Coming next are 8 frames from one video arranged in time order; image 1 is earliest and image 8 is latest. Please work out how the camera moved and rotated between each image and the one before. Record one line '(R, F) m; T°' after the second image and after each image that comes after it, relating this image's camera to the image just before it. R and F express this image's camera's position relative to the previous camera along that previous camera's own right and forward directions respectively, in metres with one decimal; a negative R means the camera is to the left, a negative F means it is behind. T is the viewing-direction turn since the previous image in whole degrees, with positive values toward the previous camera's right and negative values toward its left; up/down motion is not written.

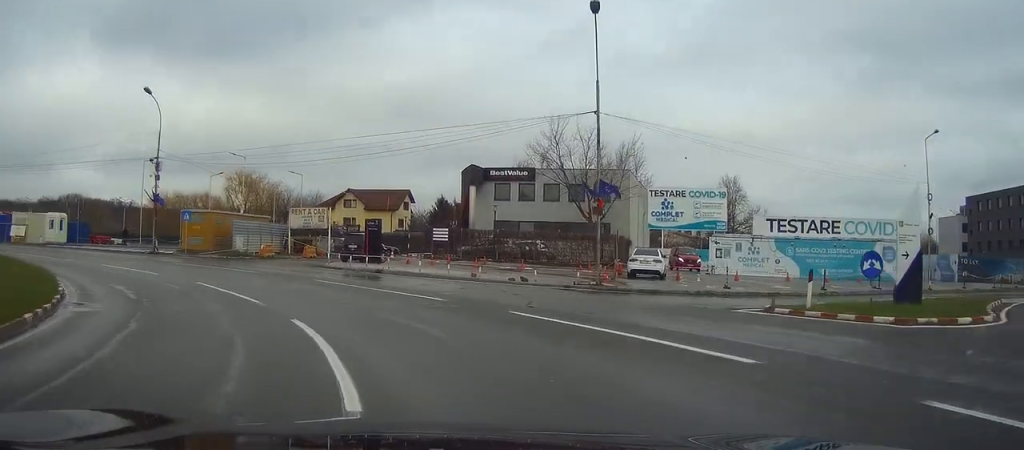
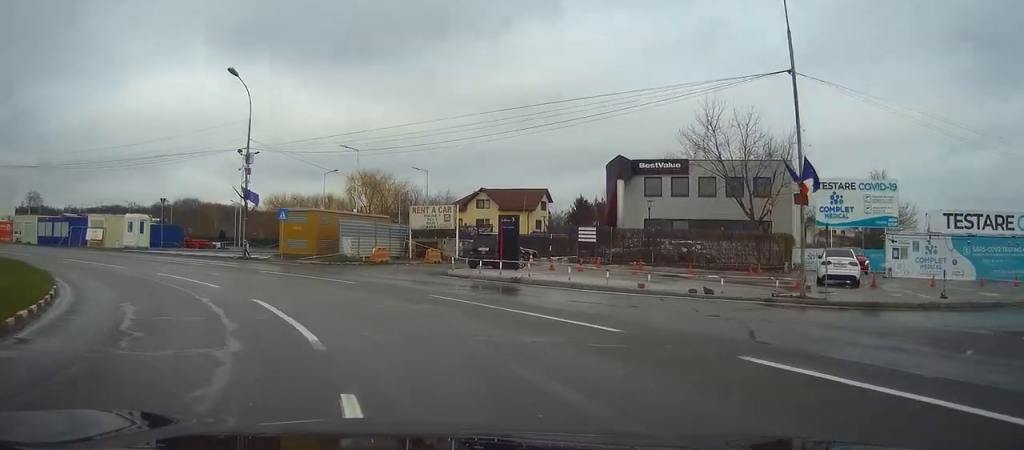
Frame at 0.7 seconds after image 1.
(-0.7, +6.9) m; -10°
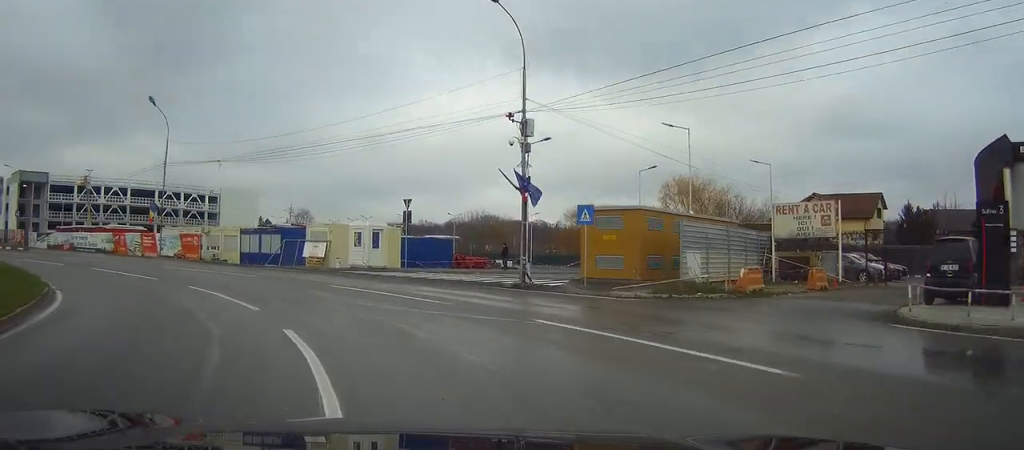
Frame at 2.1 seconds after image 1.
(-3.0, +14.9) m; -24°
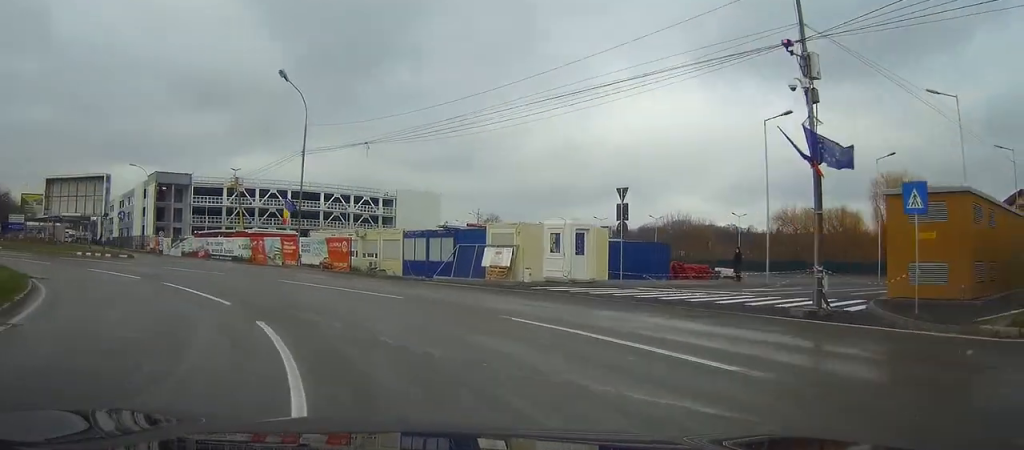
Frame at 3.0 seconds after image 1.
(-1.3, +9.6) m; -15°
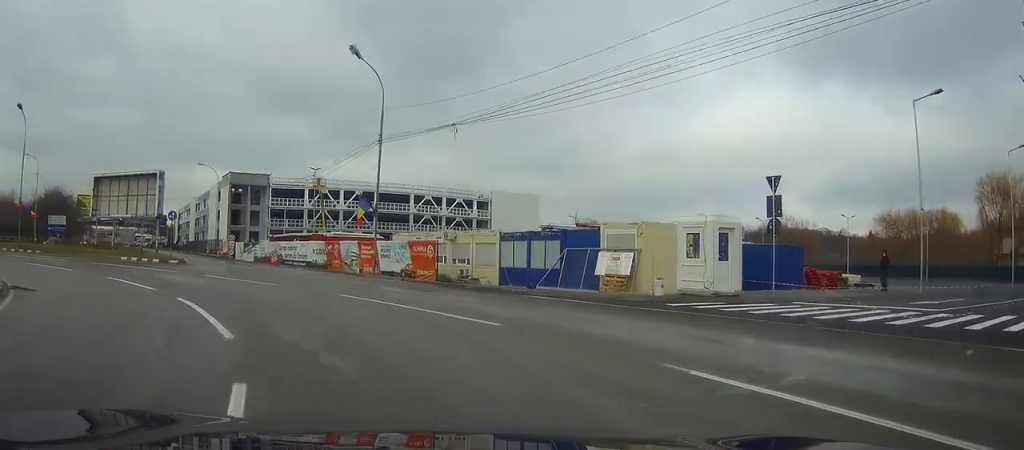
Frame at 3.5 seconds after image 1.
(-0.7, +5.9) m; -7°
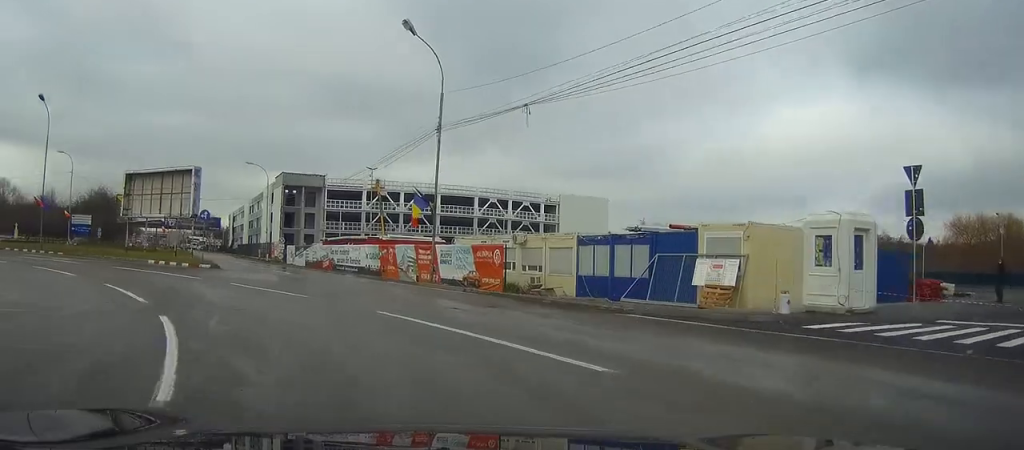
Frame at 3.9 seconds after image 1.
(0.0, +4.4) m; -5°
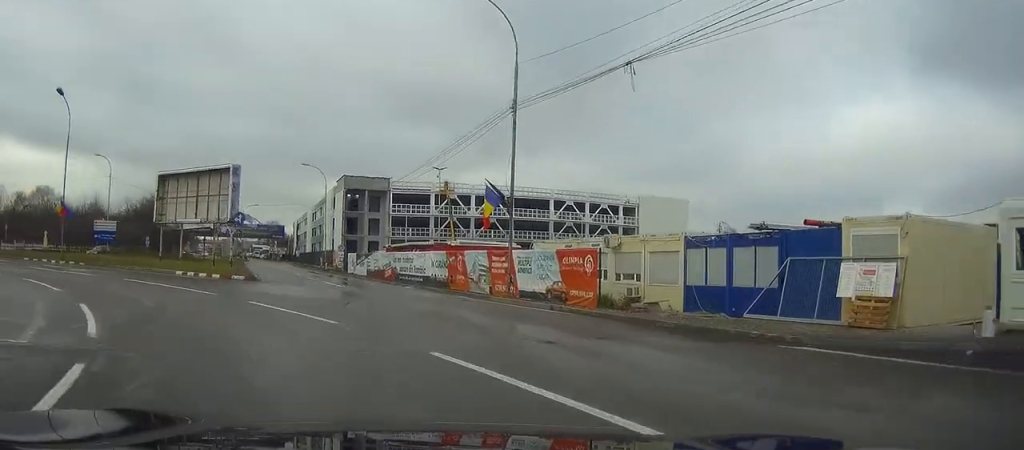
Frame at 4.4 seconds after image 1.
(-0.5, +5.5) m; -5°
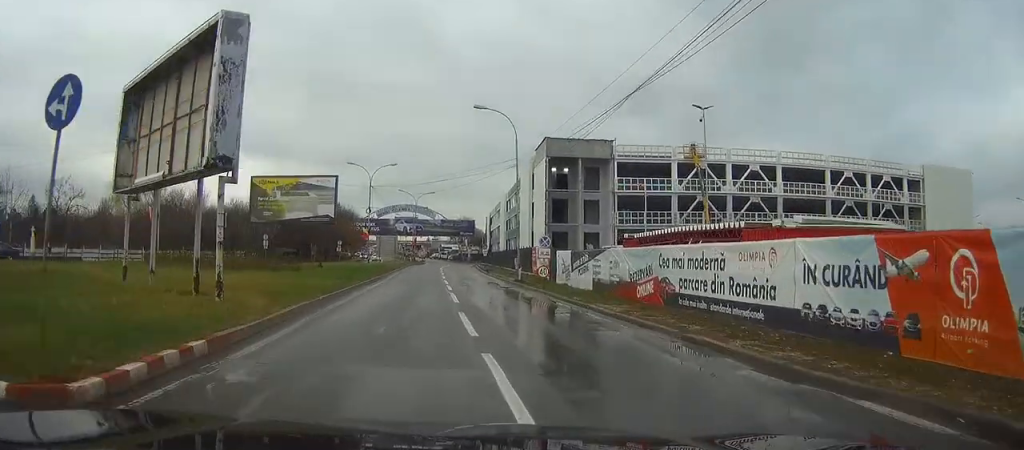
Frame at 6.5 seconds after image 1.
(-5.0, +26.2) m; -17°
